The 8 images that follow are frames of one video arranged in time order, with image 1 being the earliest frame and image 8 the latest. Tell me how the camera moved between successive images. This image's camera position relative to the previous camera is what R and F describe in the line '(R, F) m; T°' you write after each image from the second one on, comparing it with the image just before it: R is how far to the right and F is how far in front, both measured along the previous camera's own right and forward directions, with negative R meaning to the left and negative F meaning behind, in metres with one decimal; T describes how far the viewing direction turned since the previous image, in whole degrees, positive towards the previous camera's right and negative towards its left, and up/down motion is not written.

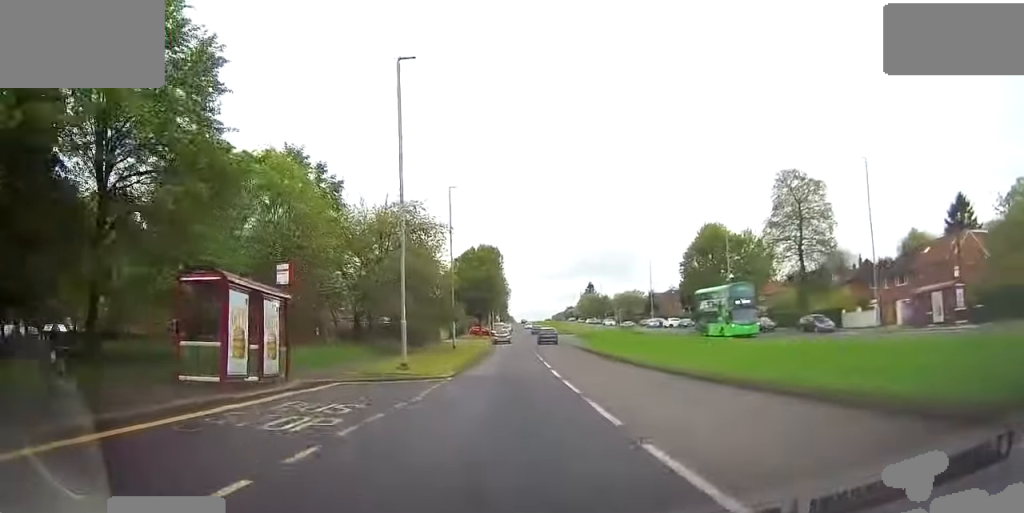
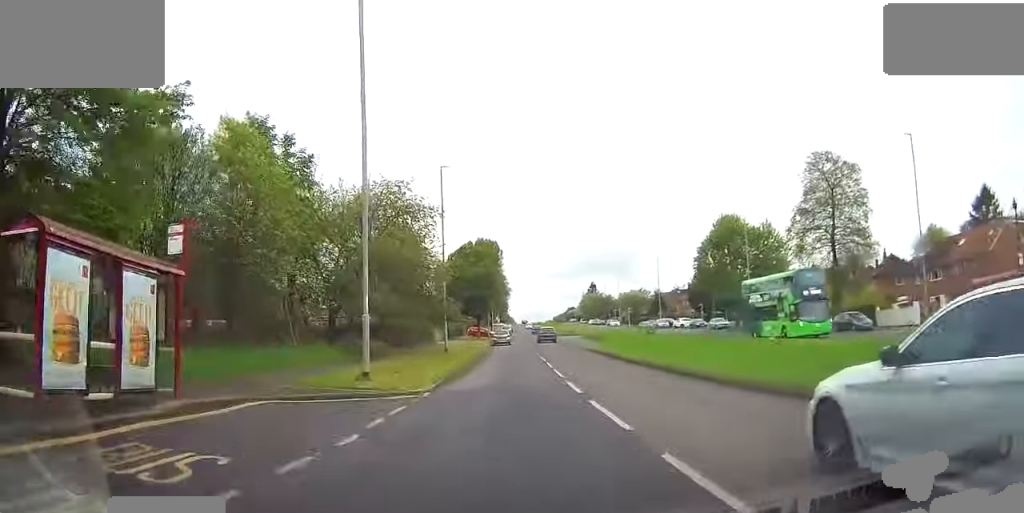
(-0.3, +6.4) m; 0°
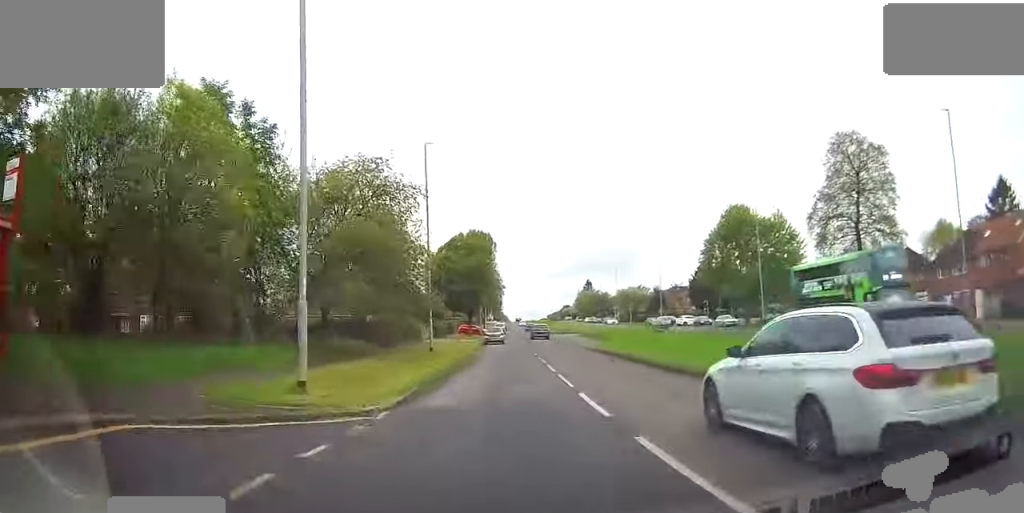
(+0.1, +4.9) m; +1°
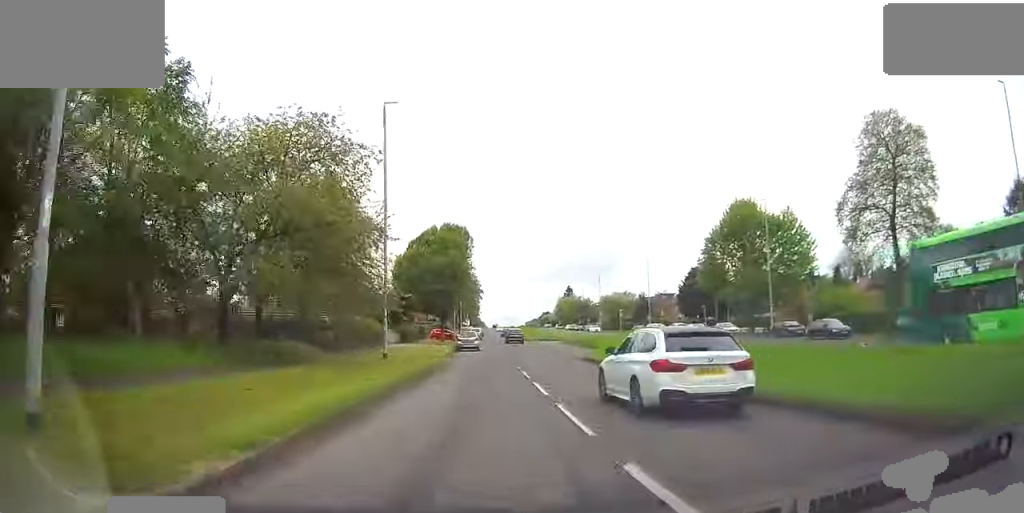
(+0.2, +7.5) m; +1°
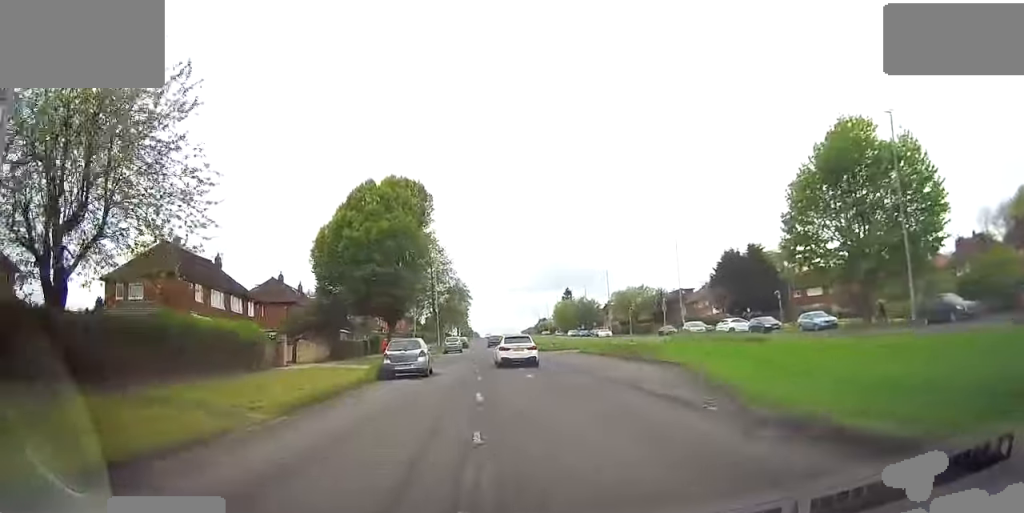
(+0.4, +23.7) m; -1°
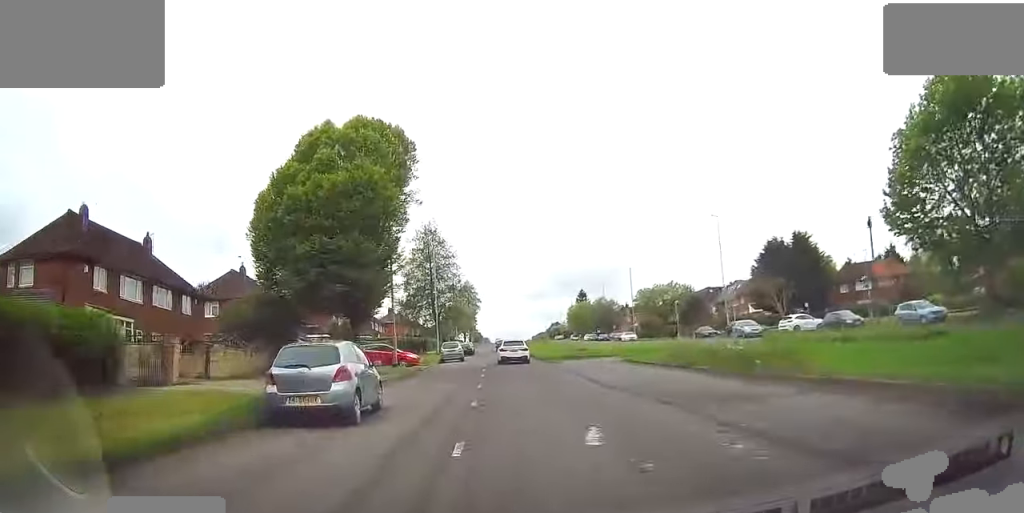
(-0.6, +12.3) m; -1°
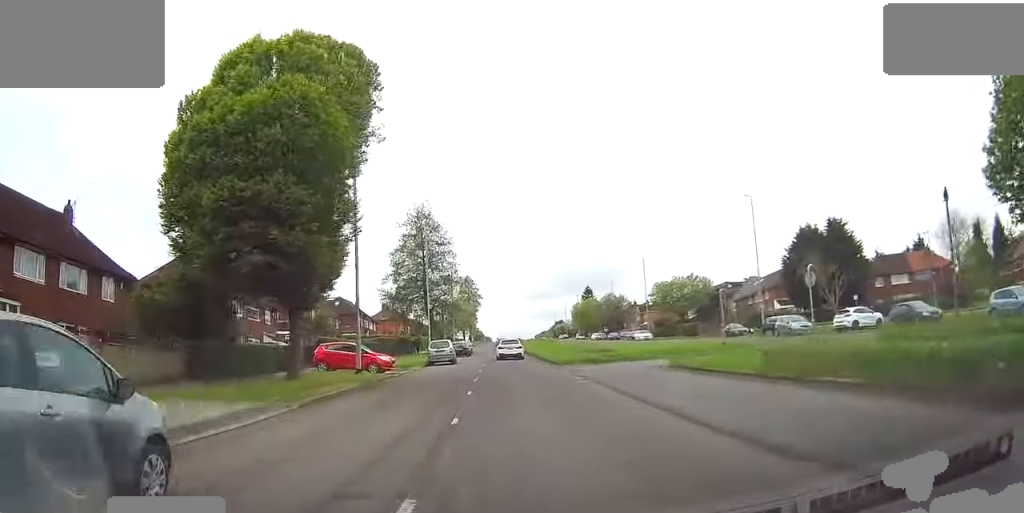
(+0.3, +8.9) m; +2°
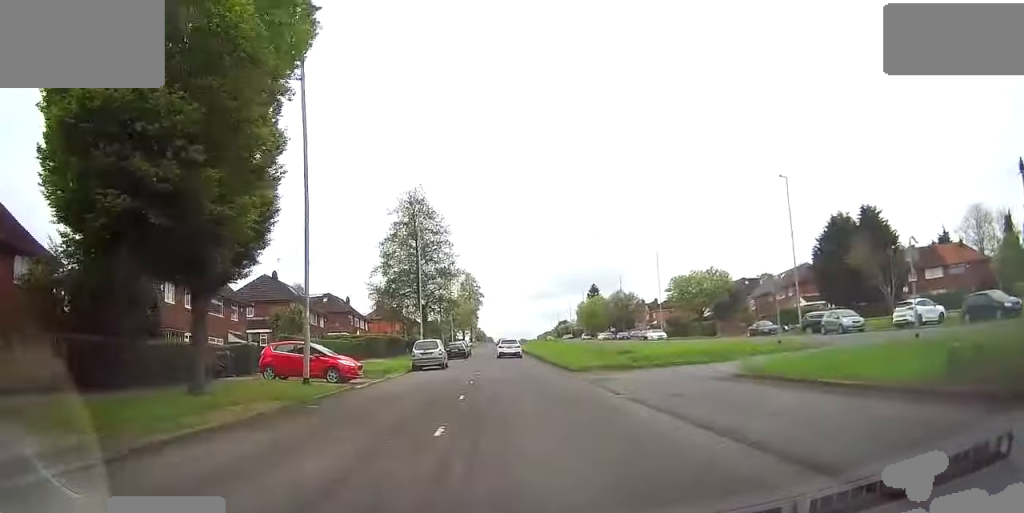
(+0.1, +7.2) m; -1°
